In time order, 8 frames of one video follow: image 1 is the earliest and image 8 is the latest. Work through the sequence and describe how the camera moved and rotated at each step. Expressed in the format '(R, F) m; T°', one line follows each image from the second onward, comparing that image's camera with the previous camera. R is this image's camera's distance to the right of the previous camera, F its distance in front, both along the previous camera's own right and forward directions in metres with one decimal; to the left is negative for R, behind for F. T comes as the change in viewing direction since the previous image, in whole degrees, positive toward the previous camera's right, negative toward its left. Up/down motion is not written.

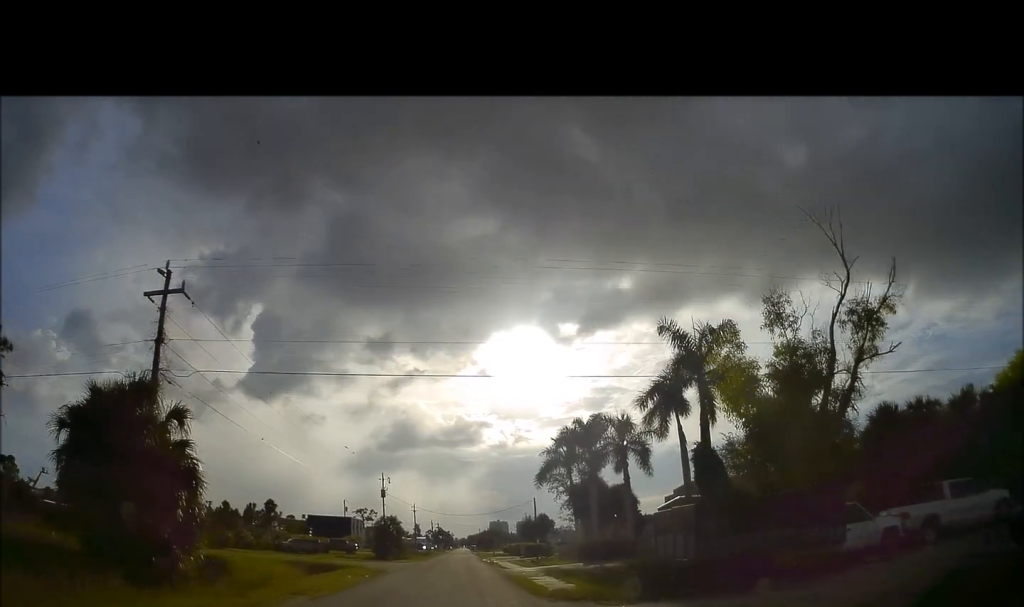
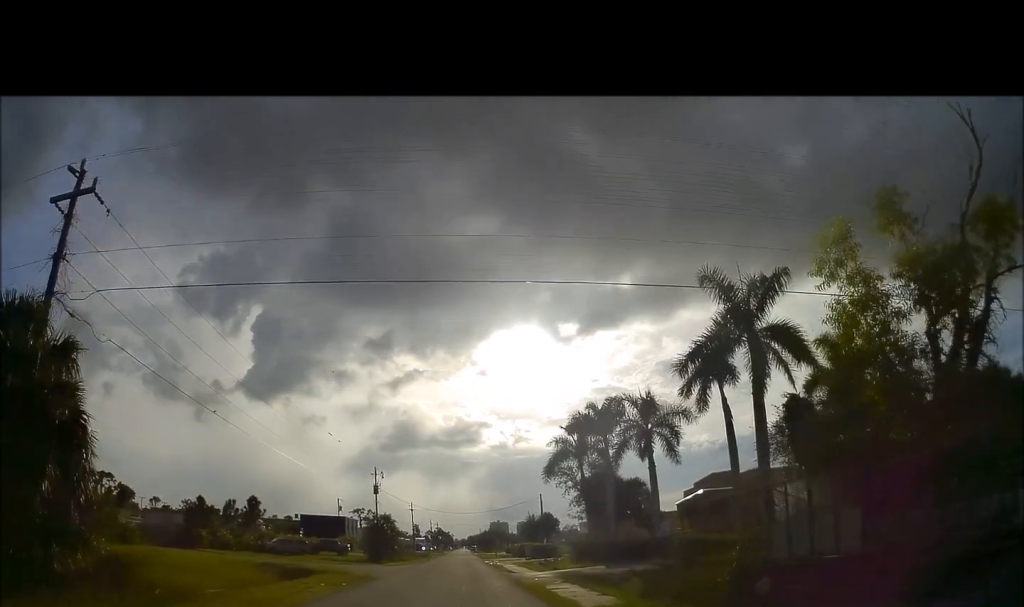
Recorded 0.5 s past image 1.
(0.0, +6.0) m; 0°
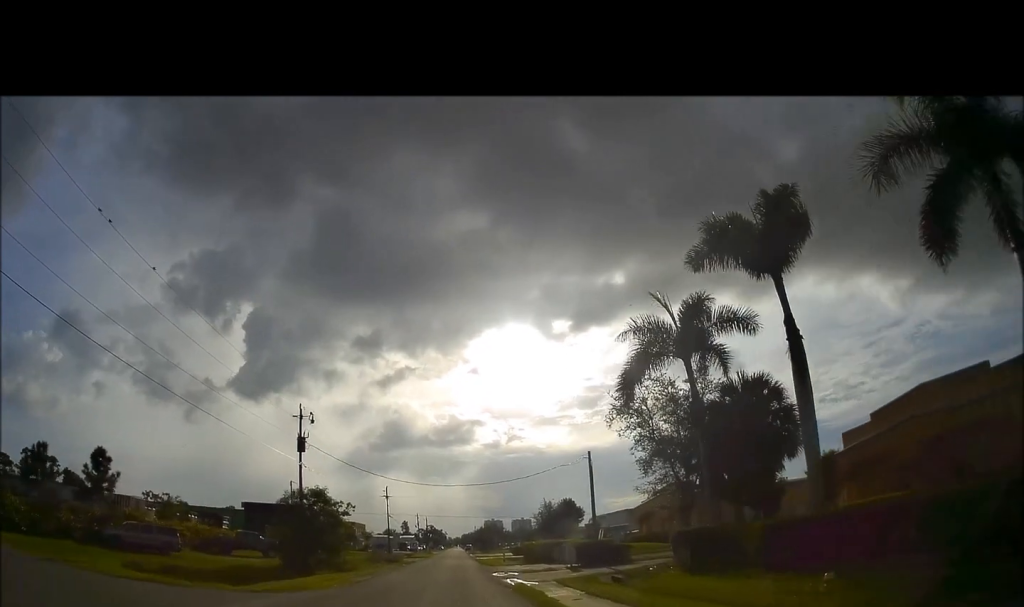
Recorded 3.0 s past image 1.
(0.0, +28.7) m; -2°
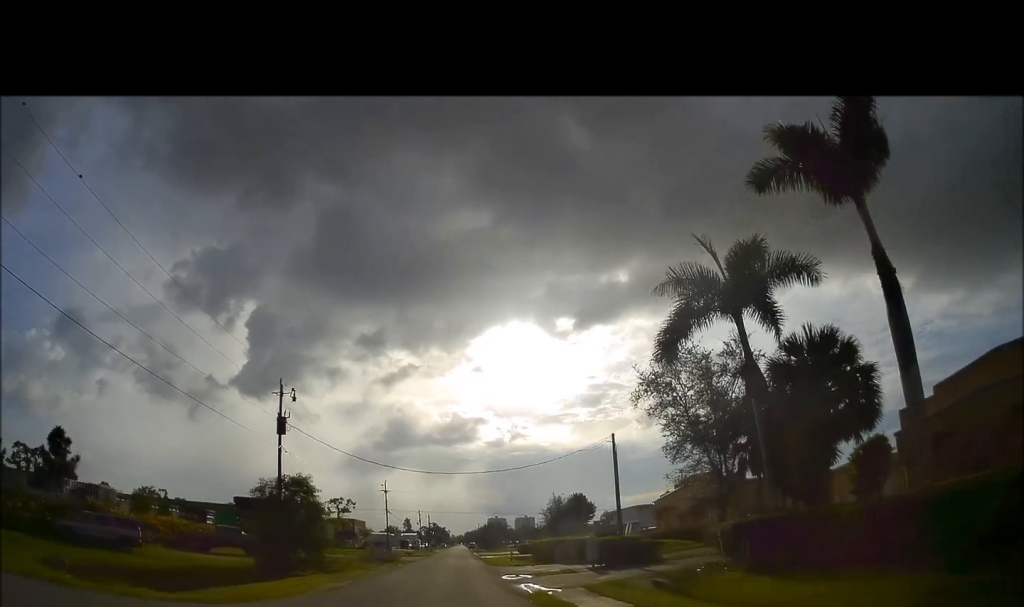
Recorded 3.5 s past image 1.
(-0.2, +5.2) m; 0°
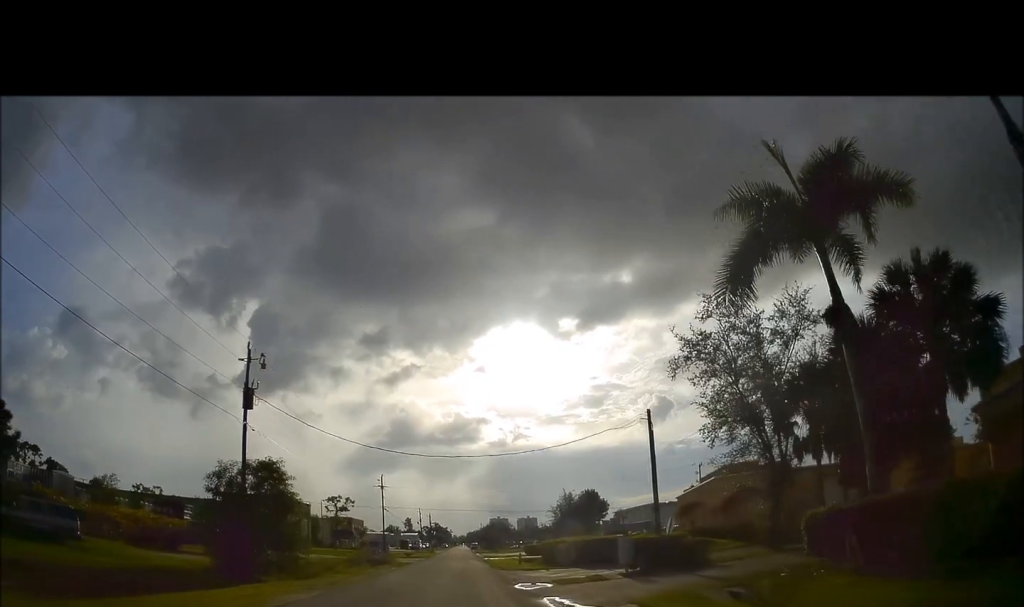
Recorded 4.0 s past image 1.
(-0.2, +6.0) m; 0°
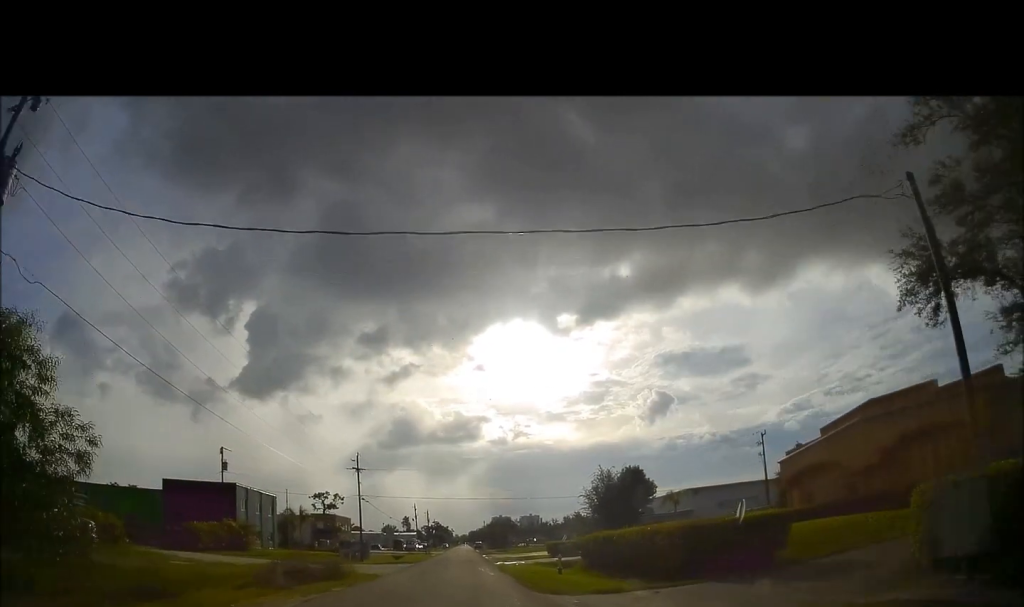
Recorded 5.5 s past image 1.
(+0.2, +18.8) m; 0°
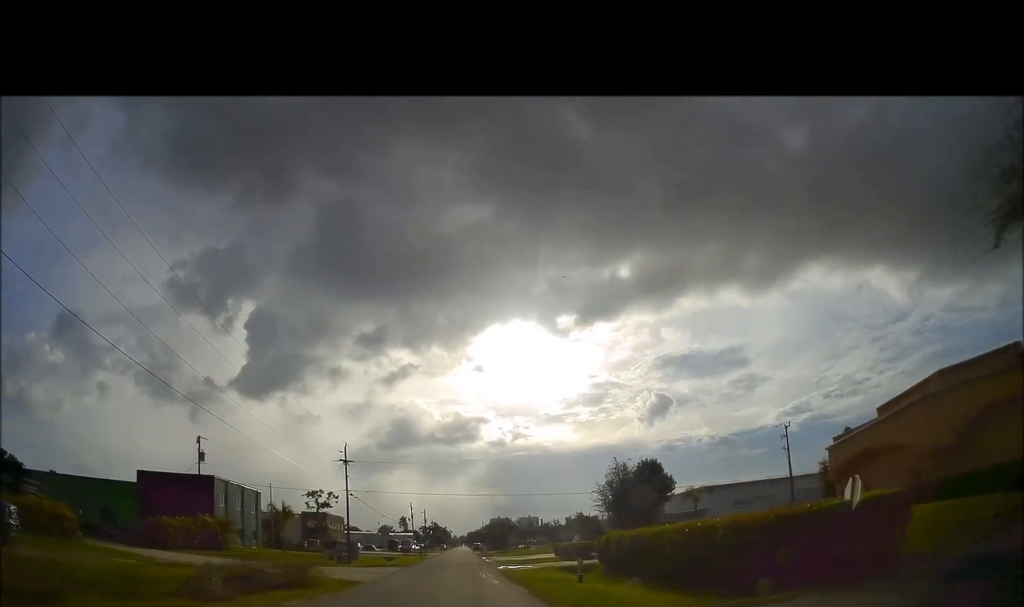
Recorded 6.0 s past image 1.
(-0.2, +5.8) m; 0°
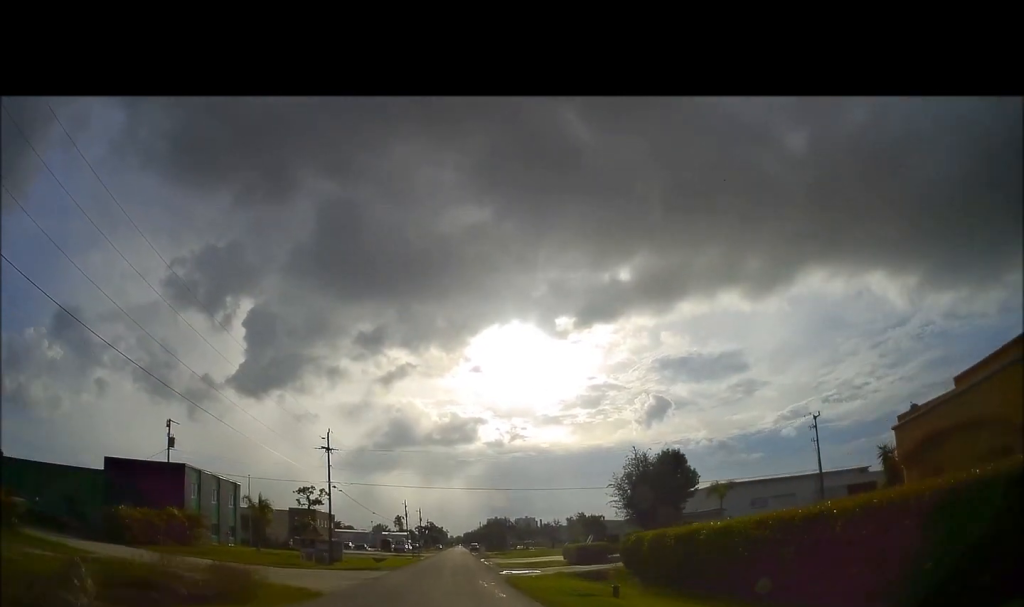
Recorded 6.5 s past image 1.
(+0.1, +6.1) m; +1°
